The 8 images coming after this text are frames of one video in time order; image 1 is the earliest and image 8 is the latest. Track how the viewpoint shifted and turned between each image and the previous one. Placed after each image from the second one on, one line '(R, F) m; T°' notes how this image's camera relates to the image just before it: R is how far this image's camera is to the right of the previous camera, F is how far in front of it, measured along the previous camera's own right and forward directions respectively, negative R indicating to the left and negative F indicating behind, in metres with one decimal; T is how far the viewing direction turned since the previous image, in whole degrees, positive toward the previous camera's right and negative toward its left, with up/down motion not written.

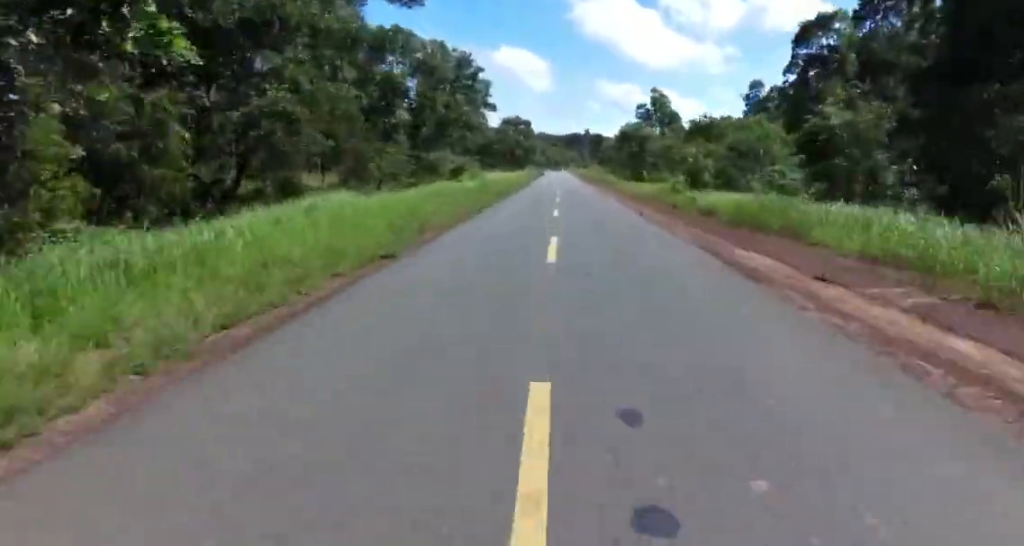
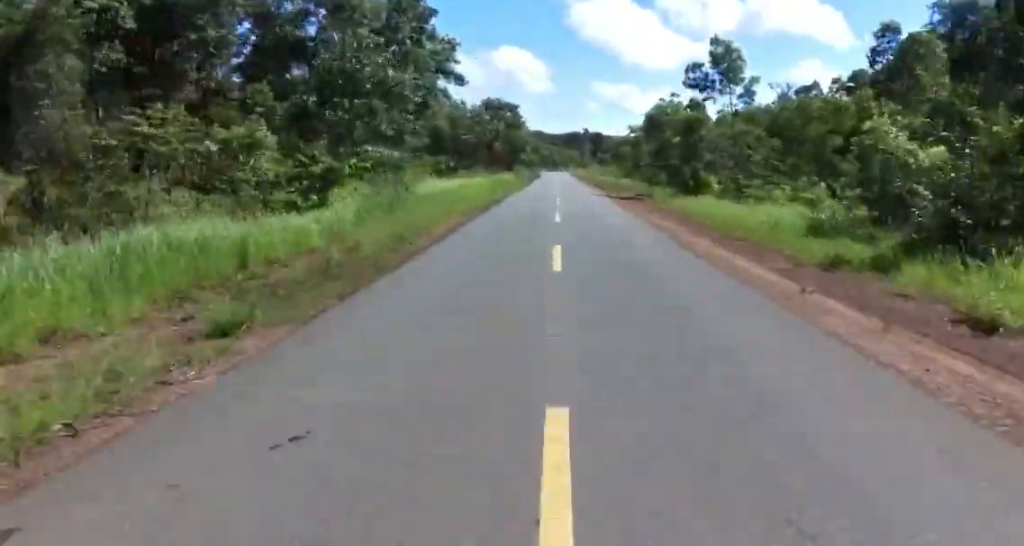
(0.0, +24.9) m; -2°
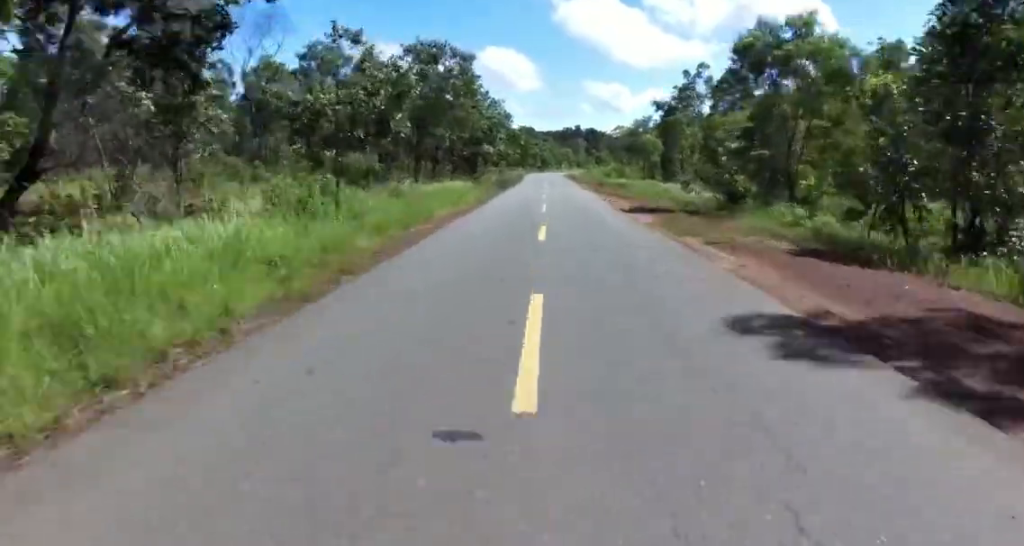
(-1.5, +29.6) m; +4°
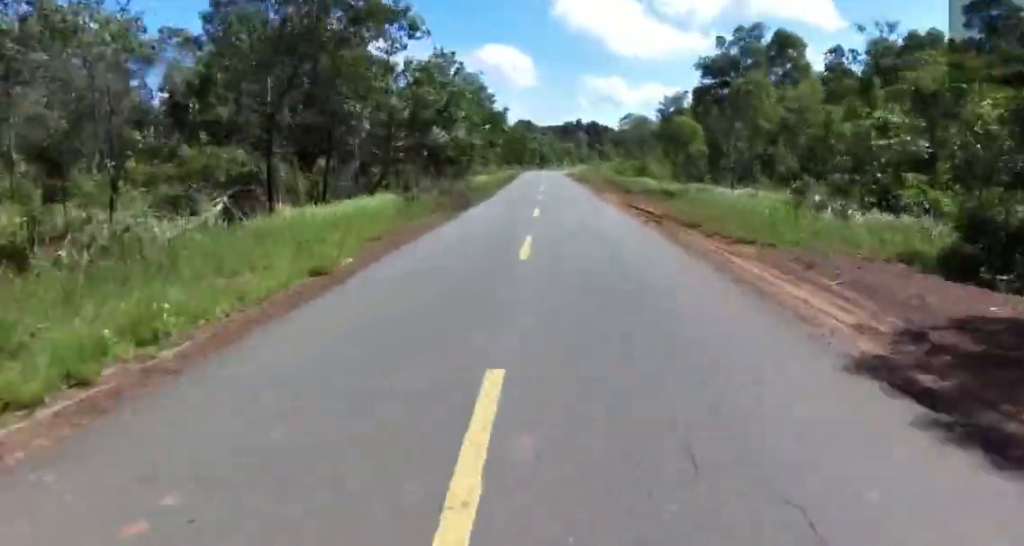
(+1.6, +18.8) m; +3°
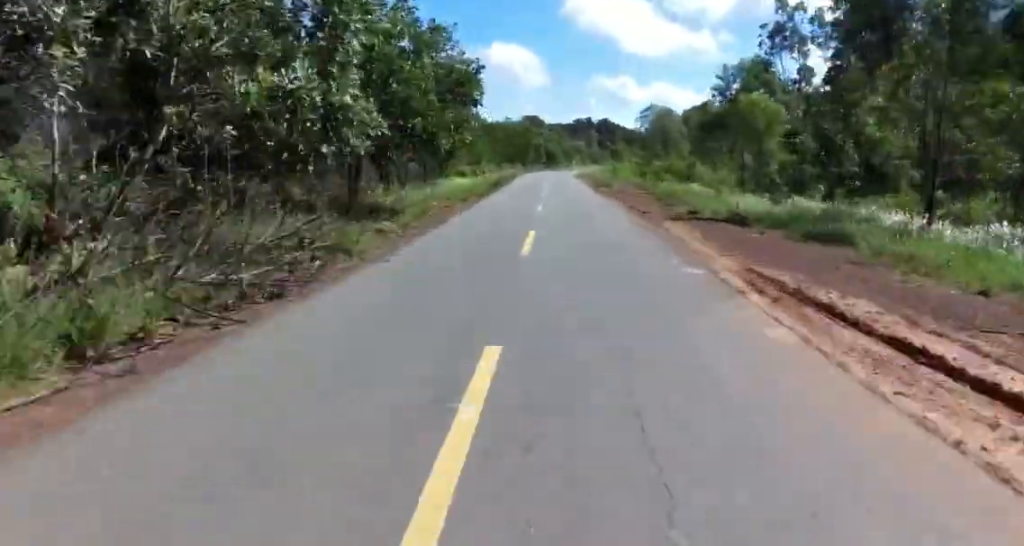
(+2.1, +15.5) m; +2°
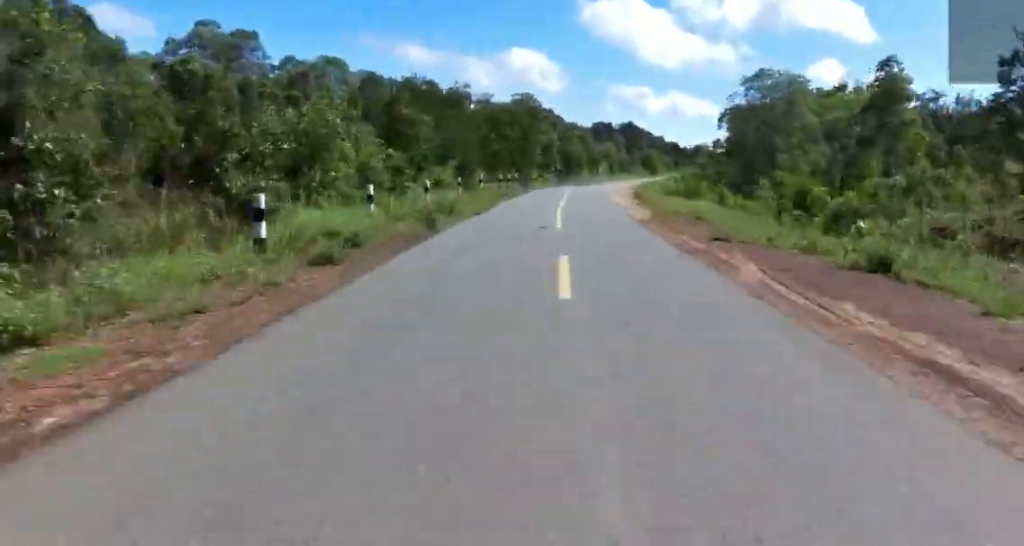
(-5.7, +45.4) m; -7°
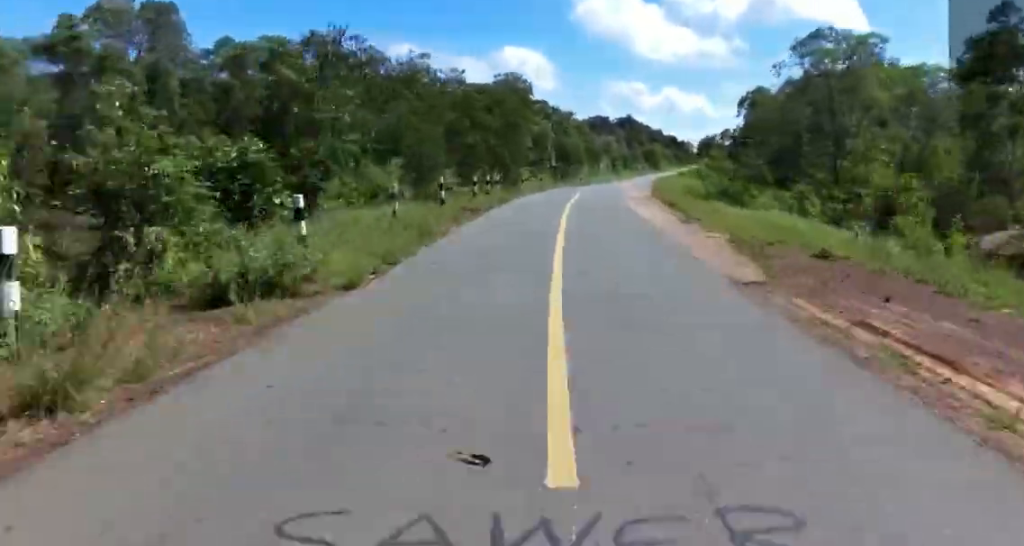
(0.0, +11.2) m; +1°
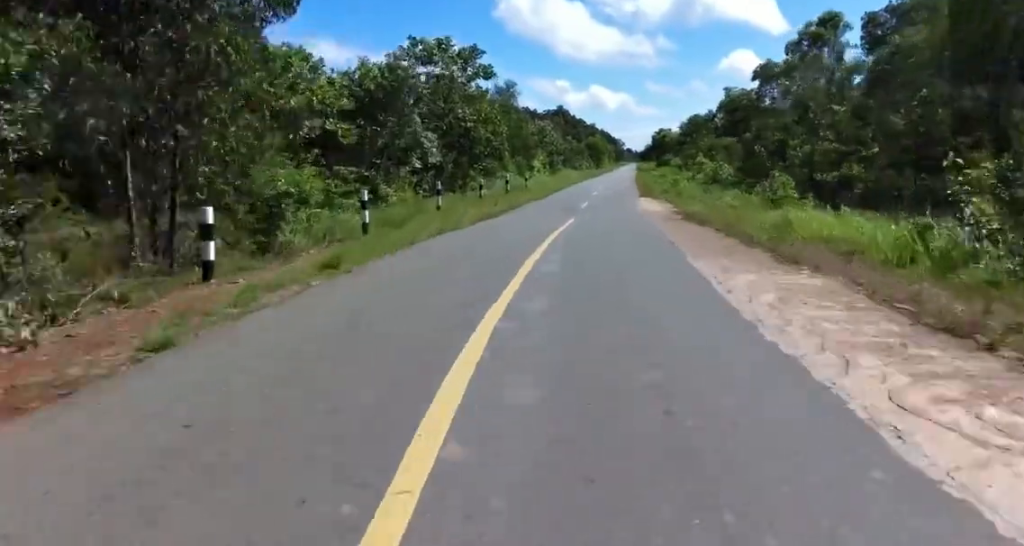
(+1.2, +37.2) m; +4°
